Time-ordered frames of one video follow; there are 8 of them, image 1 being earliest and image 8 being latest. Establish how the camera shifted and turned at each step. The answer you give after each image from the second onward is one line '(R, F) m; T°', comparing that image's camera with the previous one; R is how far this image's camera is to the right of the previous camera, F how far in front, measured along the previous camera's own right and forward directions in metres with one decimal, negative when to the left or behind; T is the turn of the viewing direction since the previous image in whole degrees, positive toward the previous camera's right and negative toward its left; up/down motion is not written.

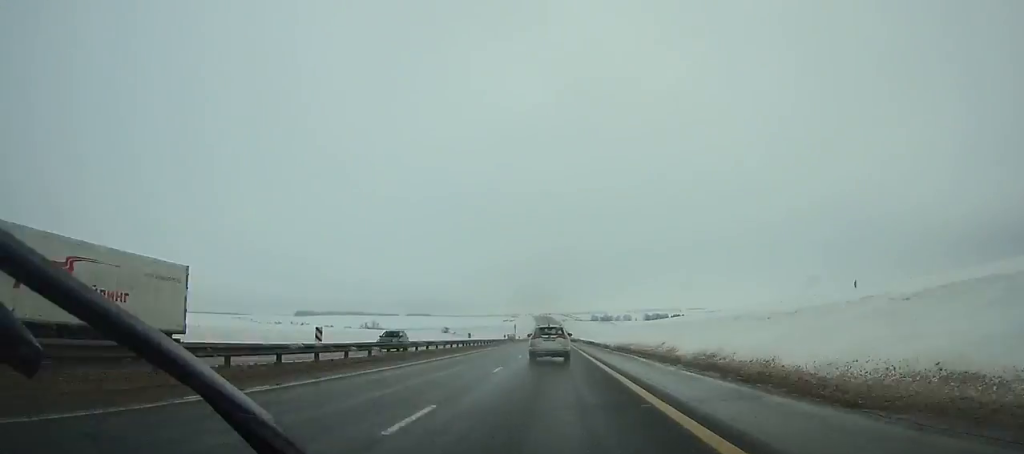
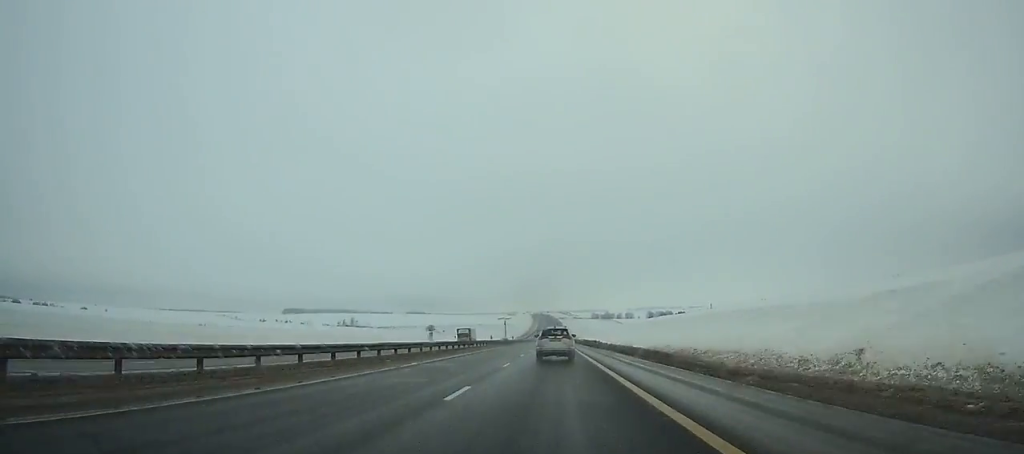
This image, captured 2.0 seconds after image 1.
(-0.2, +55.5) m; 0°
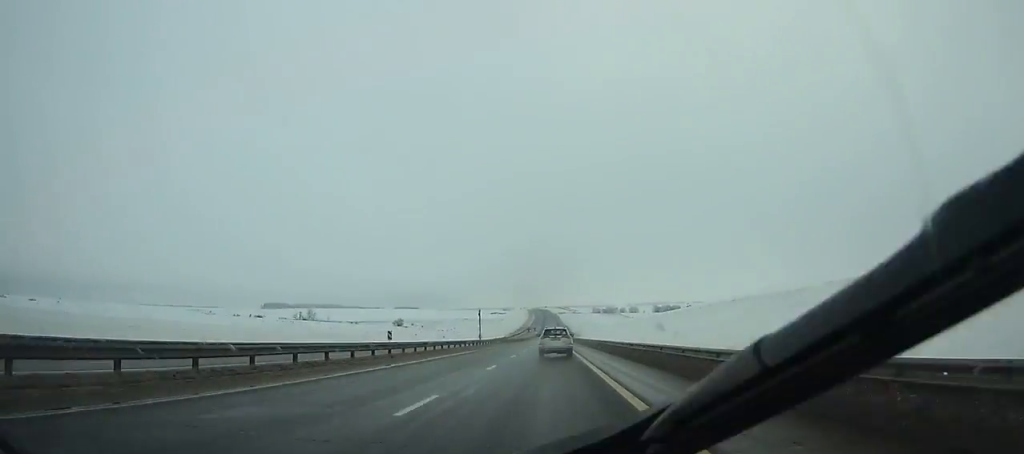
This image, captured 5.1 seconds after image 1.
(+0.1, +86.6) m; 0°
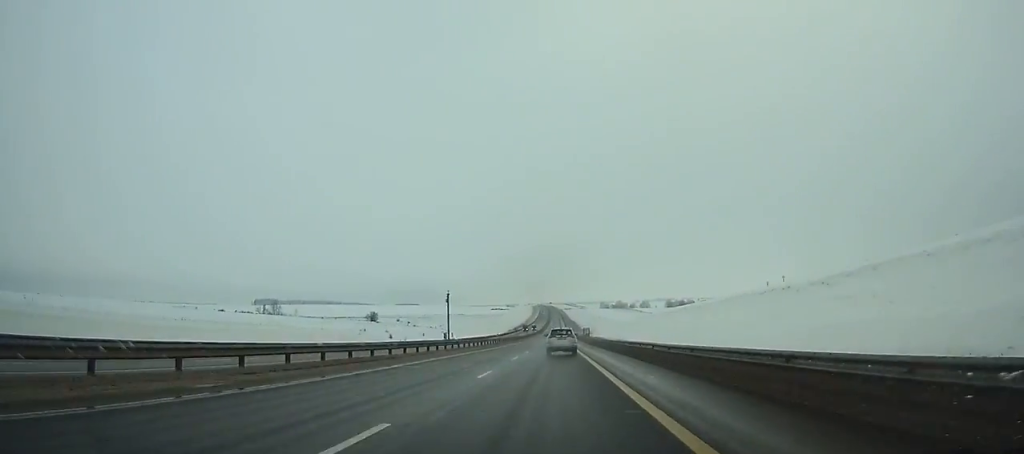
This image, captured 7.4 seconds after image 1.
(-0.2, +64.9) m; 0°
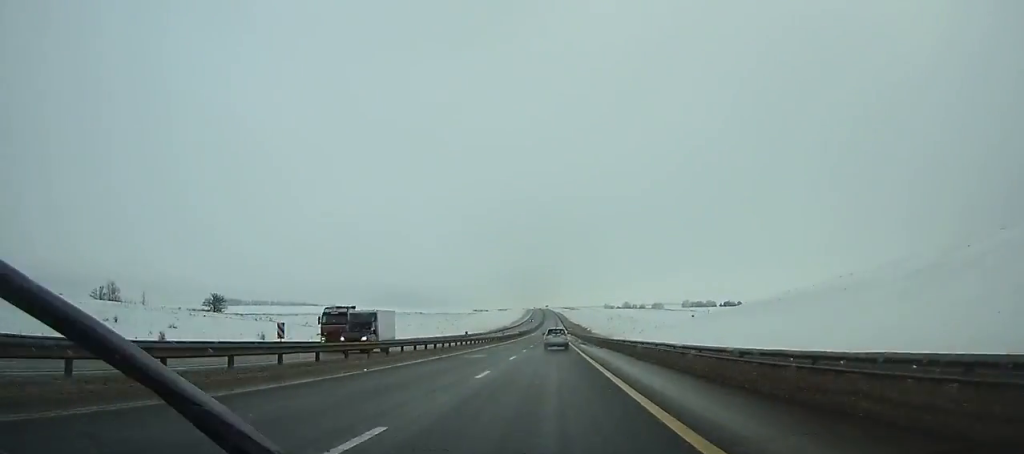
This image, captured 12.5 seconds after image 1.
(+0.1, +145.3) m; 0°
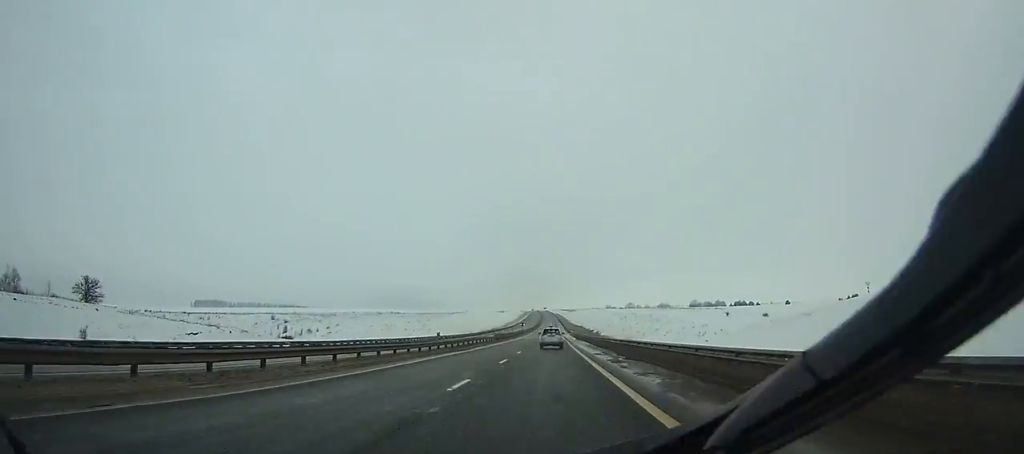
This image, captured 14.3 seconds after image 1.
(+0.1, +51.8) m; 0°
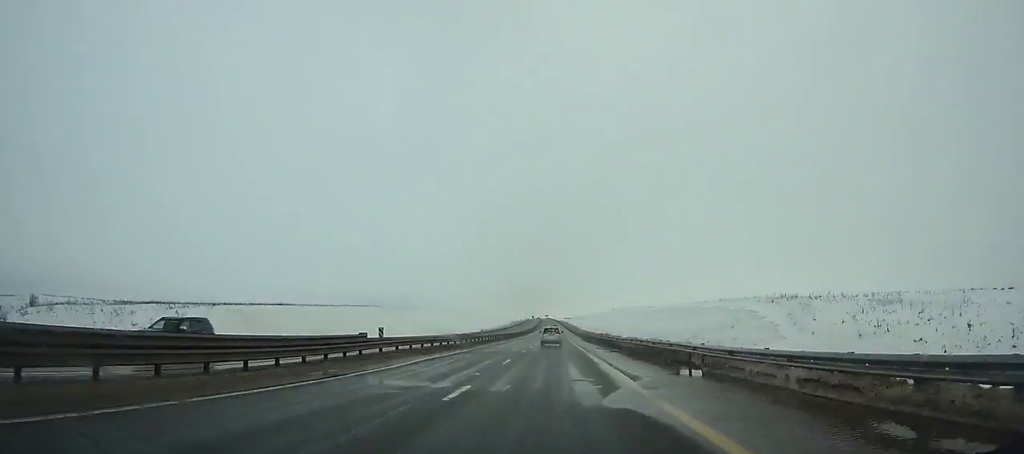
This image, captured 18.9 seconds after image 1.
(-0.2, +132.7) m; 0°
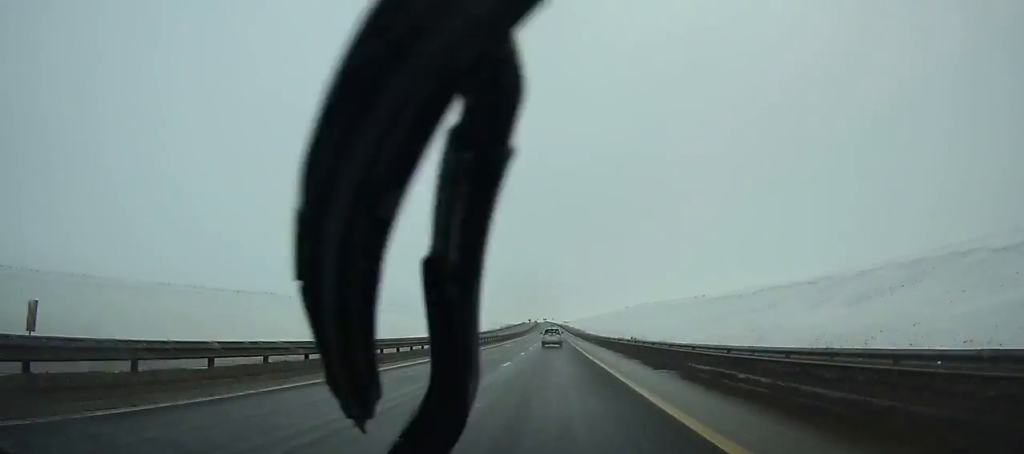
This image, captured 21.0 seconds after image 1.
(-0.1, +60.6) m; 0°
